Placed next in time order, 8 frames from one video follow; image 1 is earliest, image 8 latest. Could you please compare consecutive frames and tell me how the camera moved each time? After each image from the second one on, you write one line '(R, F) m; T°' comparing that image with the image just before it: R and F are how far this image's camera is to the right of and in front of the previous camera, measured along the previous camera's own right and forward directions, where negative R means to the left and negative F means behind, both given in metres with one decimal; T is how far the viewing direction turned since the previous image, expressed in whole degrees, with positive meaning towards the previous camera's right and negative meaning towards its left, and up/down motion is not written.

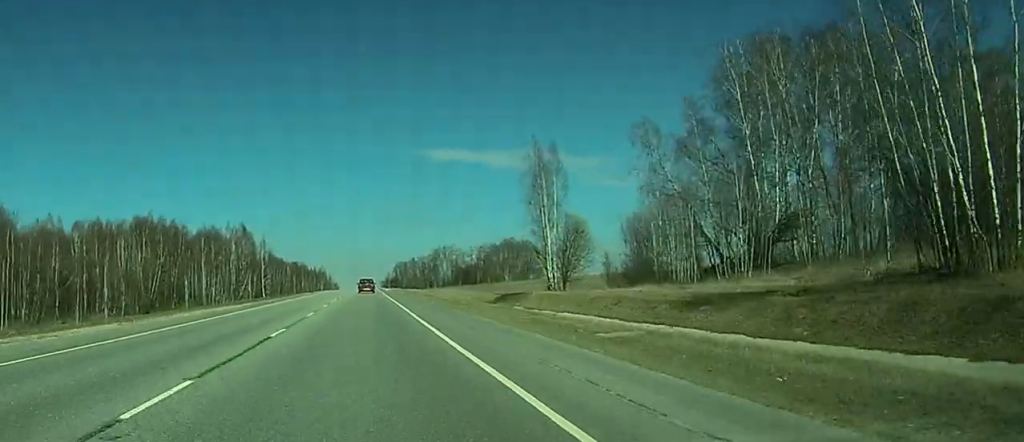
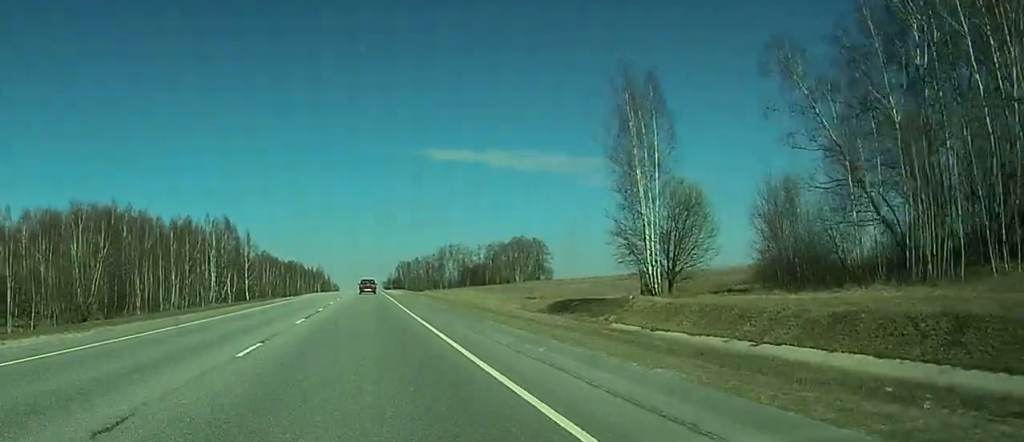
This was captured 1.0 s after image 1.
(0.0, +28.7) m; 0°
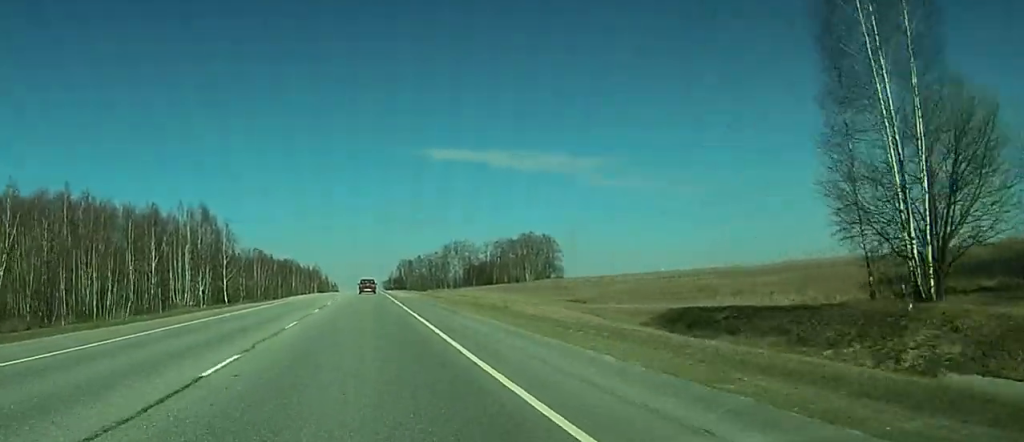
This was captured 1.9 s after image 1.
(0.0, +26.6) m; 0°
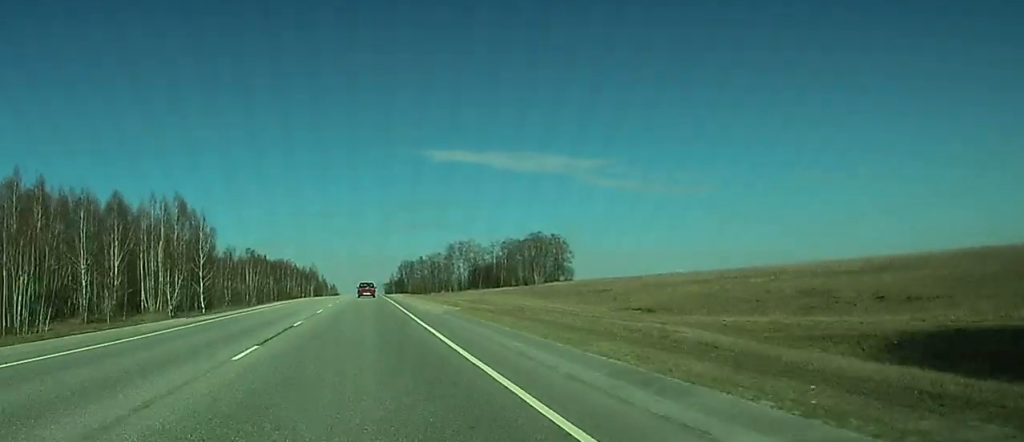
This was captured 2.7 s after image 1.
(0.0, +20.8) m; 0°
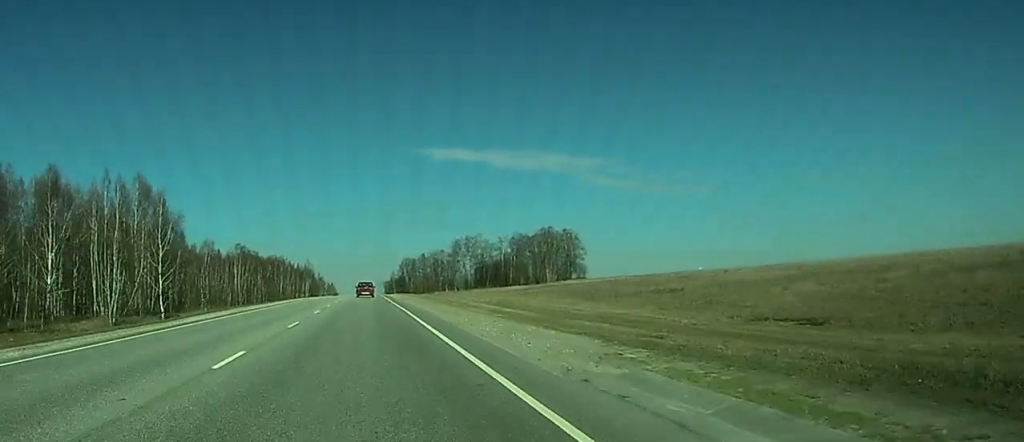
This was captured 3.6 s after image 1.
(0.0, +25.2) m; +1°
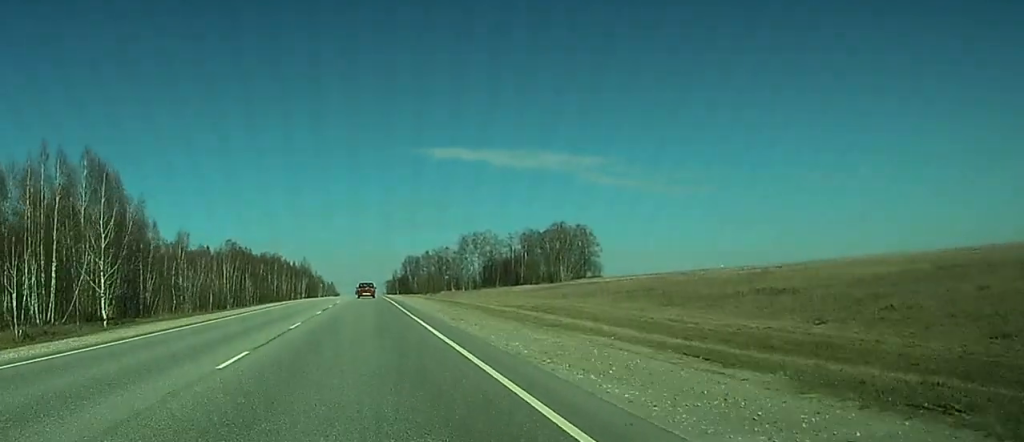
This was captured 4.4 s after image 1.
(+0.6, +22.9) m; +1°
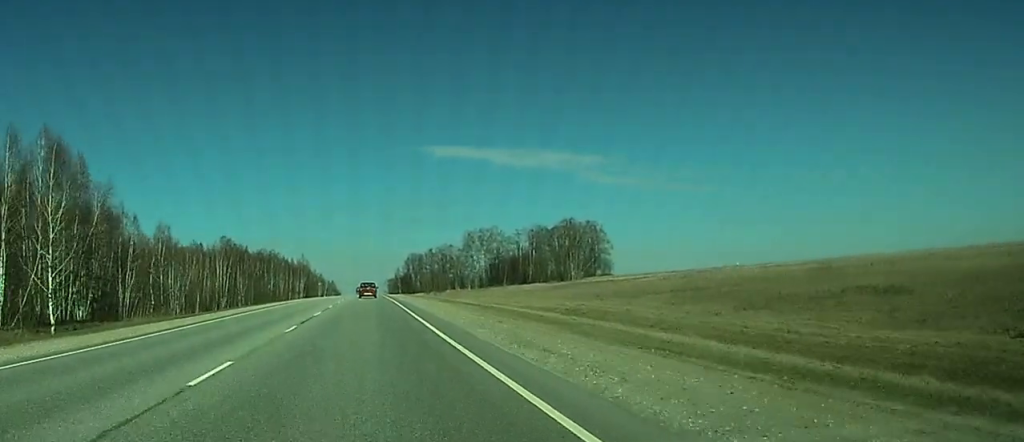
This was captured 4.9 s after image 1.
(-0.1, +13.7) m; 0°
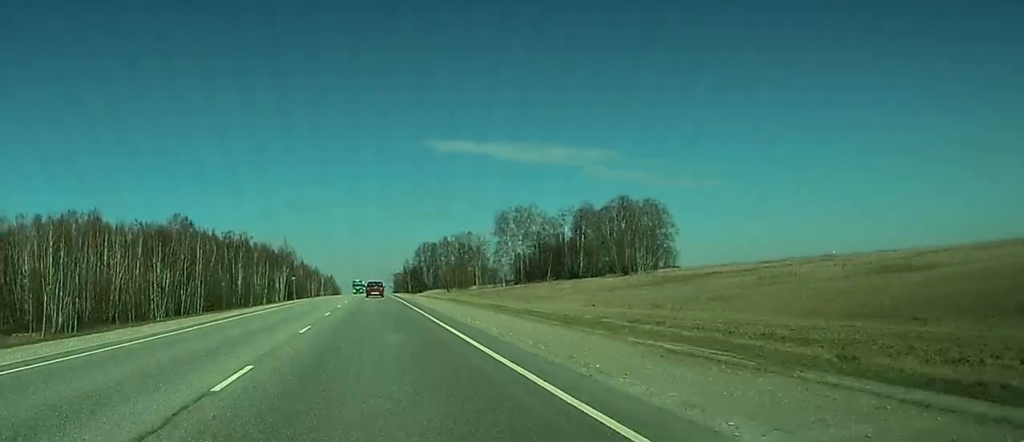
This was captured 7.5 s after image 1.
(-0.5, +70.8) m; 0°
